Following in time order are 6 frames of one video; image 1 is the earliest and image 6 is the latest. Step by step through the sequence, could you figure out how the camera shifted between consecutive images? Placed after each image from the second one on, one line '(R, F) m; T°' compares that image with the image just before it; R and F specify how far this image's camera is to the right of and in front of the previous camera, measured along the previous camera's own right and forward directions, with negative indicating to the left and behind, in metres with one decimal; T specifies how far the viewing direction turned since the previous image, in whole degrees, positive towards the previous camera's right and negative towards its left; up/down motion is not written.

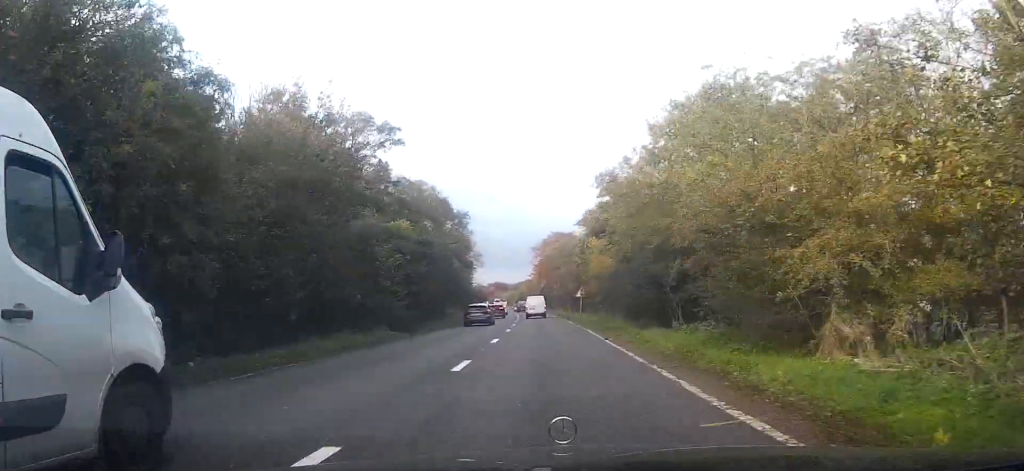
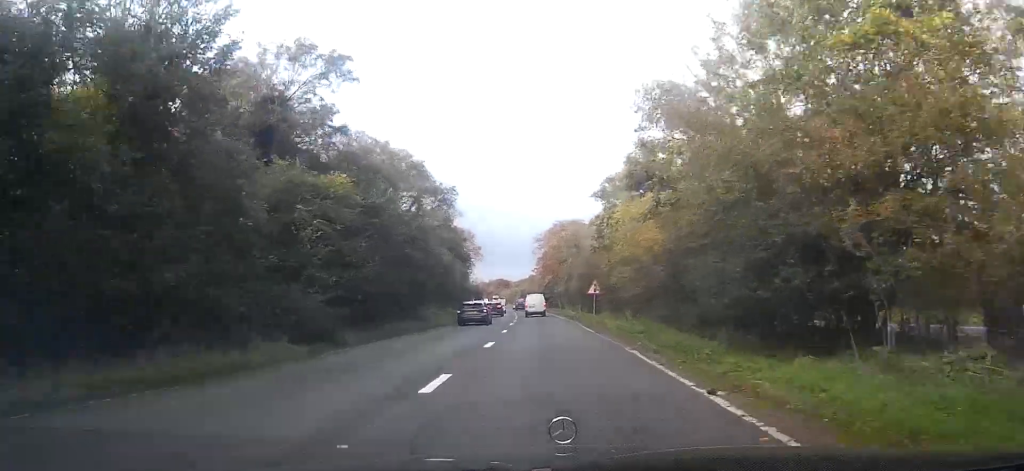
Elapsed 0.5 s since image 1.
(-0.2, +12.3) m; 0°
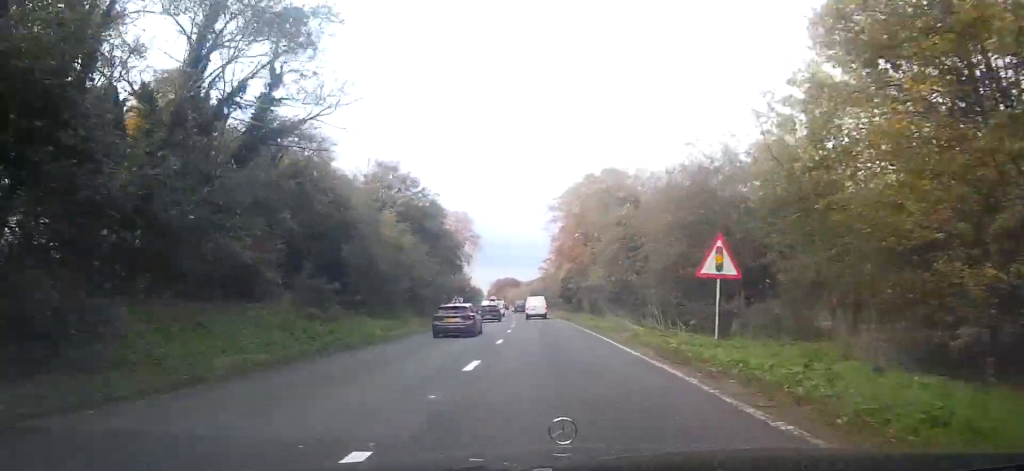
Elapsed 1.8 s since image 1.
(-0.1, +33.6) m; -3°
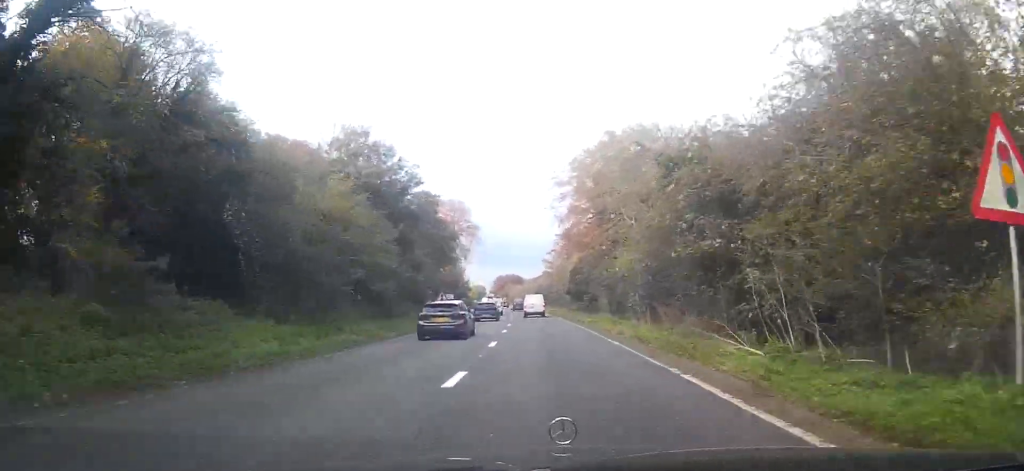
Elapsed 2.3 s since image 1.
(-0.5, +12.3) m; -1°
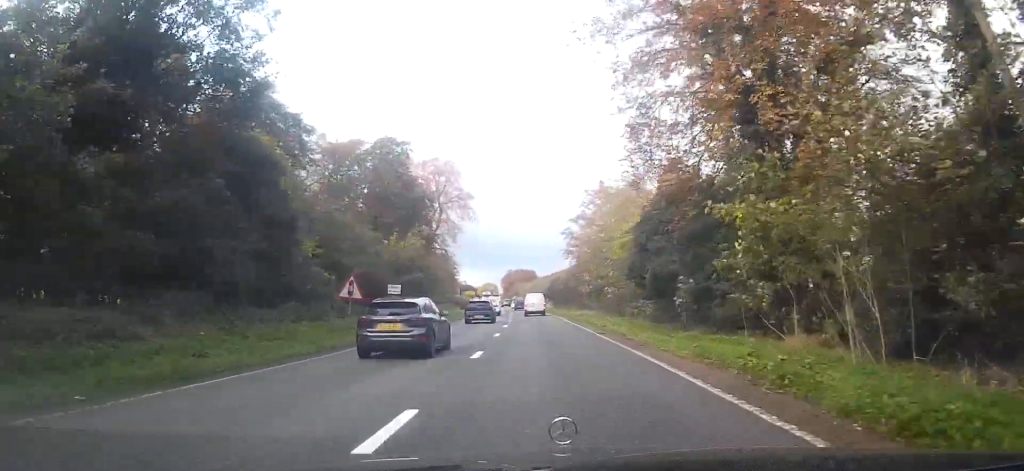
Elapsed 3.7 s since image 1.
(-0.4, +32.1) m; -1°
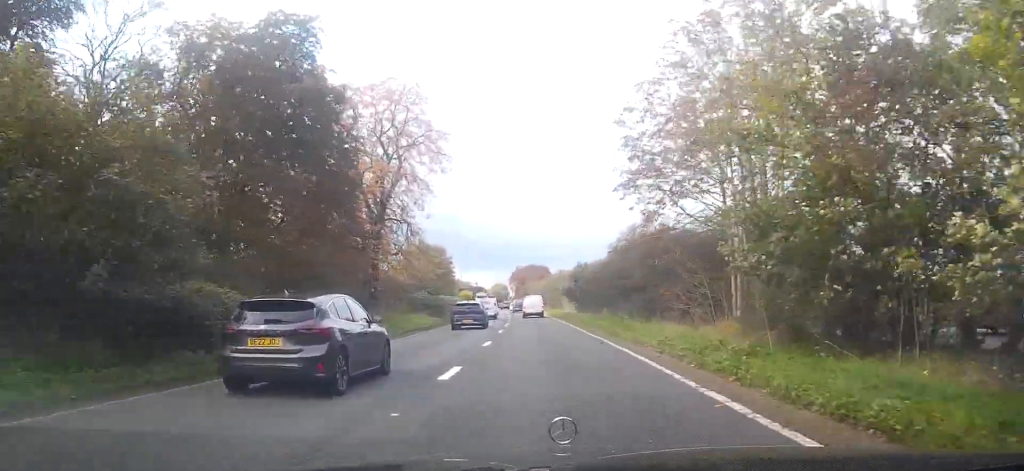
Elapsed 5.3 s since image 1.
(0.0, +31.1) m; 0°
